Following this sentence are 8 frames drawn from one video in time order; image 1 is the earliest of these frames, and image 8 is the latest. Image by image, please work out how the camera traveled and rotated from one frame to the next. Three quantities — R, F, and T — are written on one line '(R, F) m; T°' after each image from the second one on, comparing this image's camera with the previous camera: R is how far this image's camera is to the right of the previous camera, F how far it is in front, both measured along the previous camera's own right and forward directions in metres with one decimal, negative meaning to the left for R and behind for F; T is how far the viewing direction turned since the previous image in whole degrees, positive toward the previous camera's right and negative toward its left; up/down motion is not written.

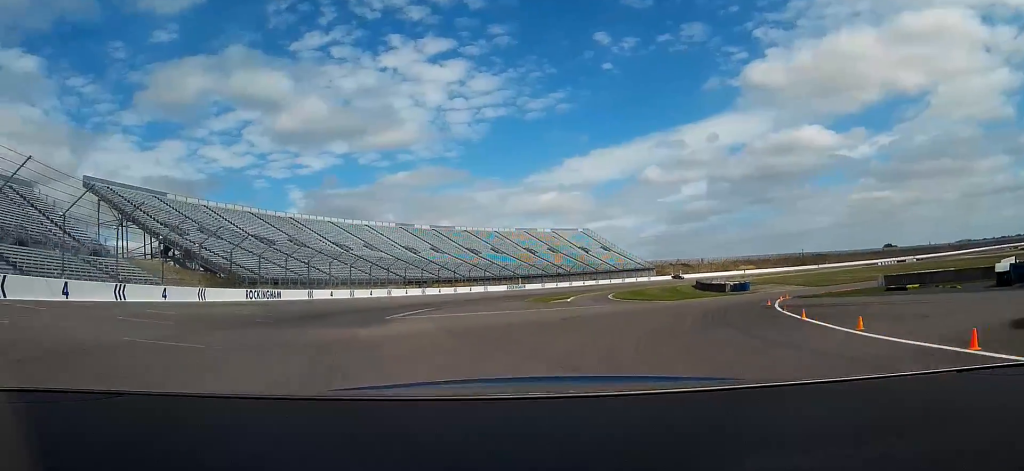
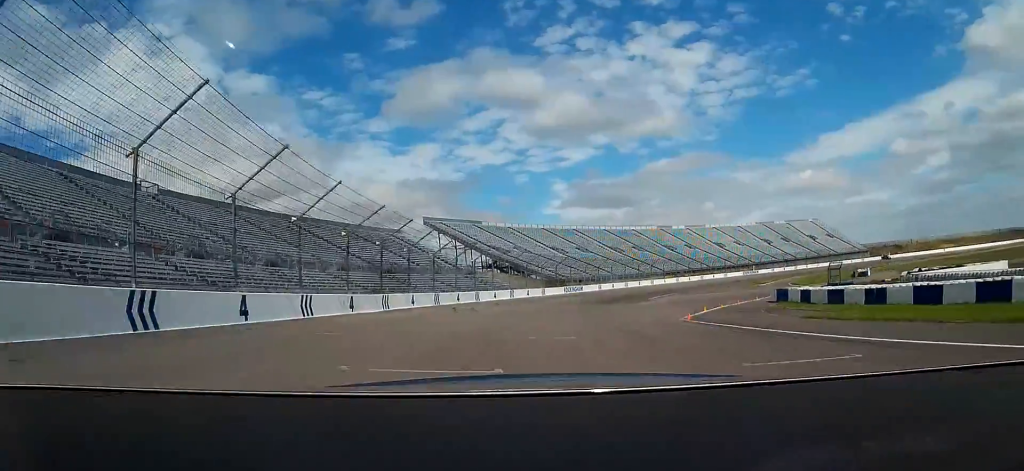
(-10.3, +46.2) m; -23°
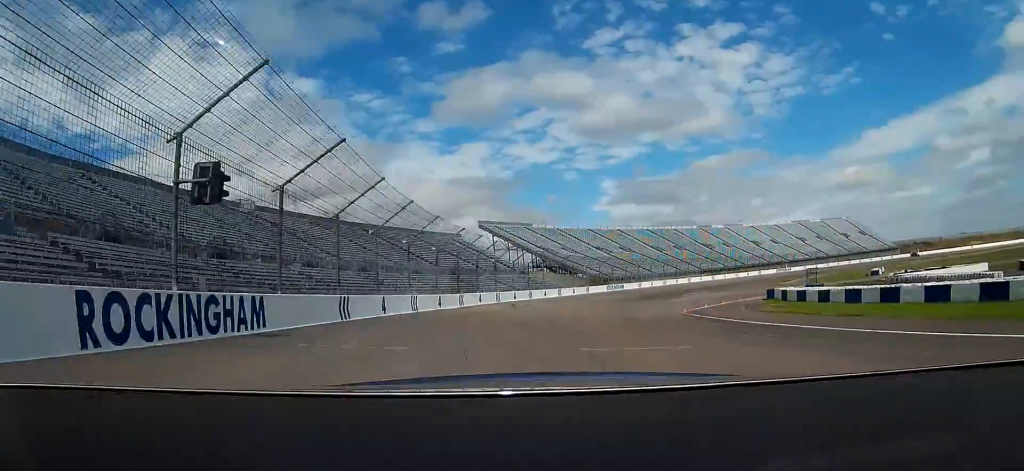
(-0.7, +13.3) m; -5°
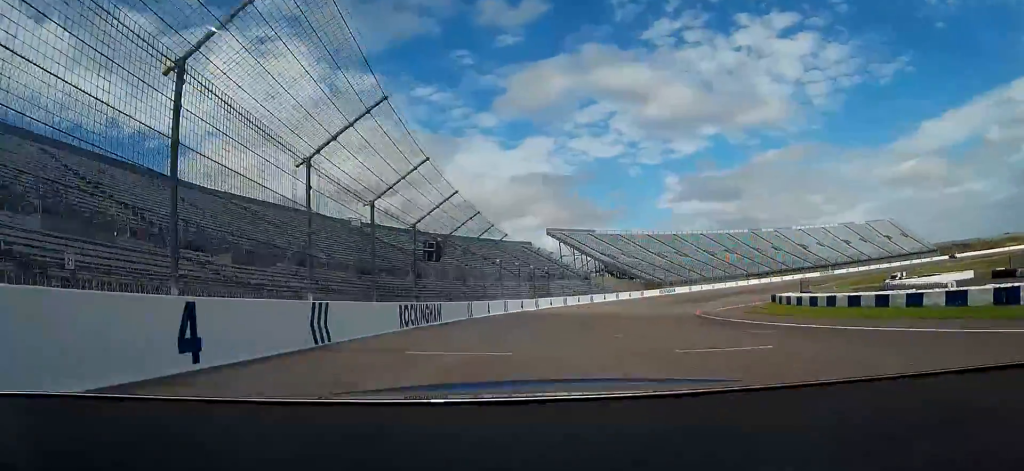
(-0.8, +18.0) m; -5°
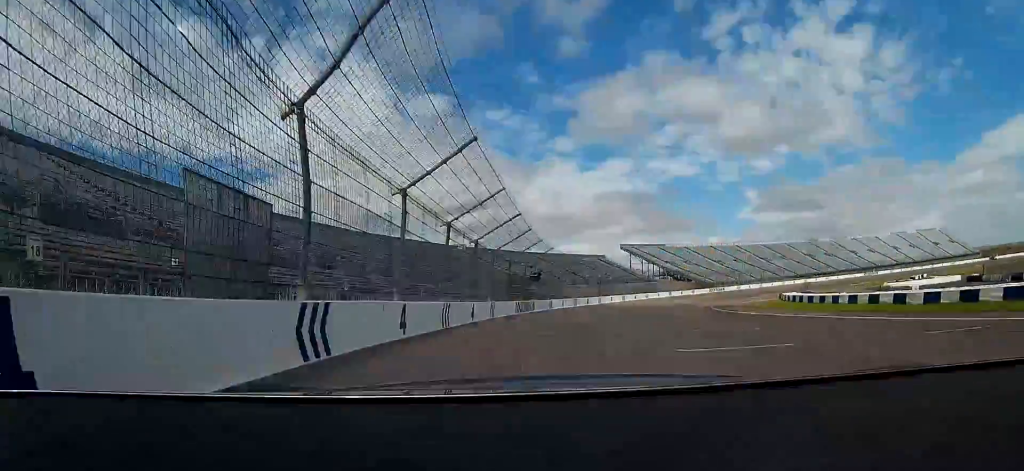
(-1.1, +23.8) m; -6°
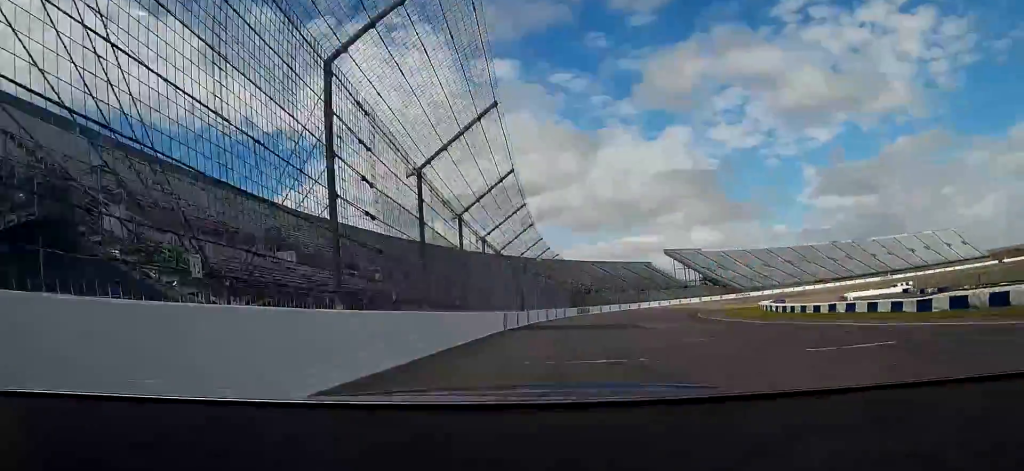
(-3.0, +46.4) m; -5°
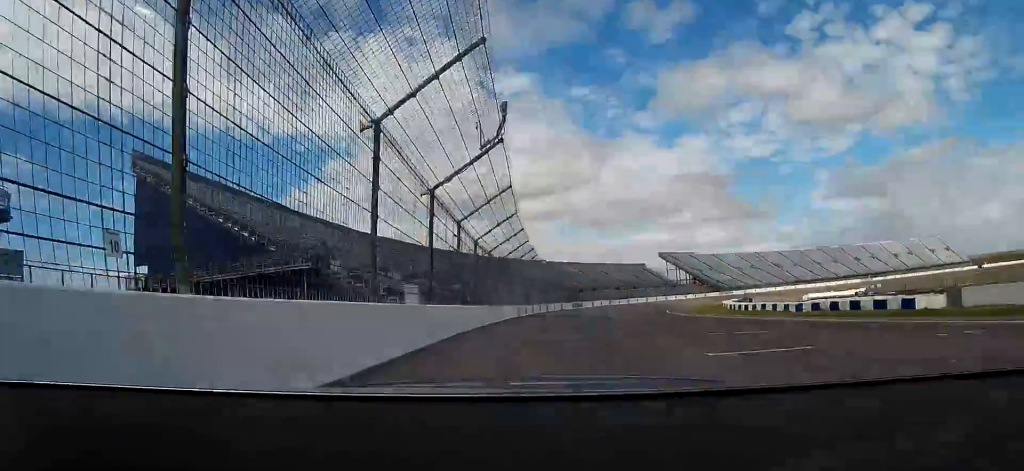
(-0.5, +25.5) m; -1°
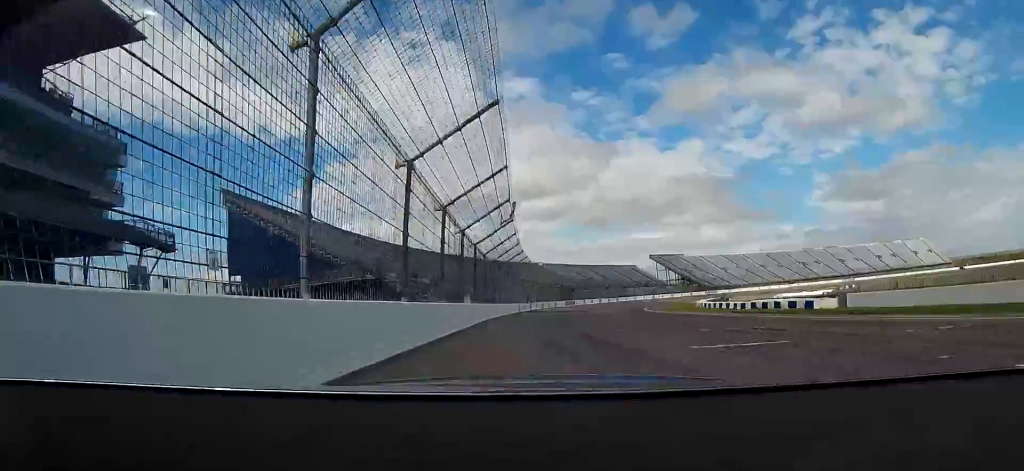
(0.0, +18.5) m; 0°
